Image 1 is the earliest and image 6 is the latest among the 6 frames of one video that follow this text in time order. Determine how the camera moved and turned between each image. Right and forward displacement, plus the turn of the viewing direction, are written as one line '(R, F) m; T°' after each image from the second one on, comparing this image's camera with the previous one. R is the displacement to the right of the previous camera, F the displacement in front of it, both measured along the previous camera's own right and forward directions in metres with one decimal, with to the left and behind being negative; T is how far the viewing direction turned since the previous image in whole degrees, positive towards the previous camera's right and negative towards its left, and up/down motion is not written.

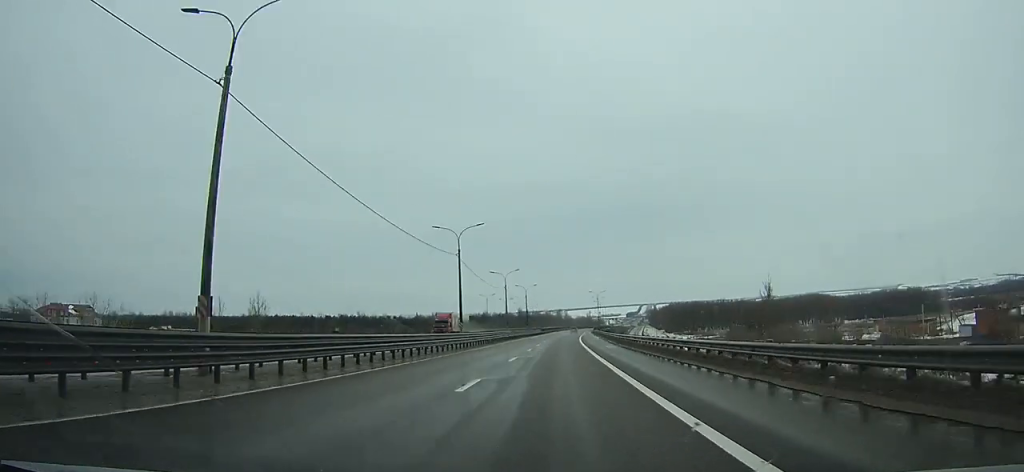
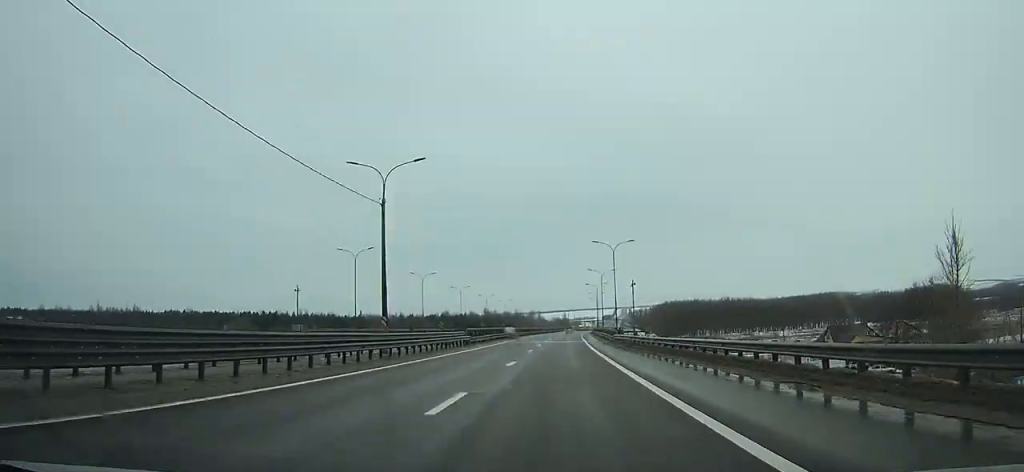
(+2.0, +86.4) m; +2°
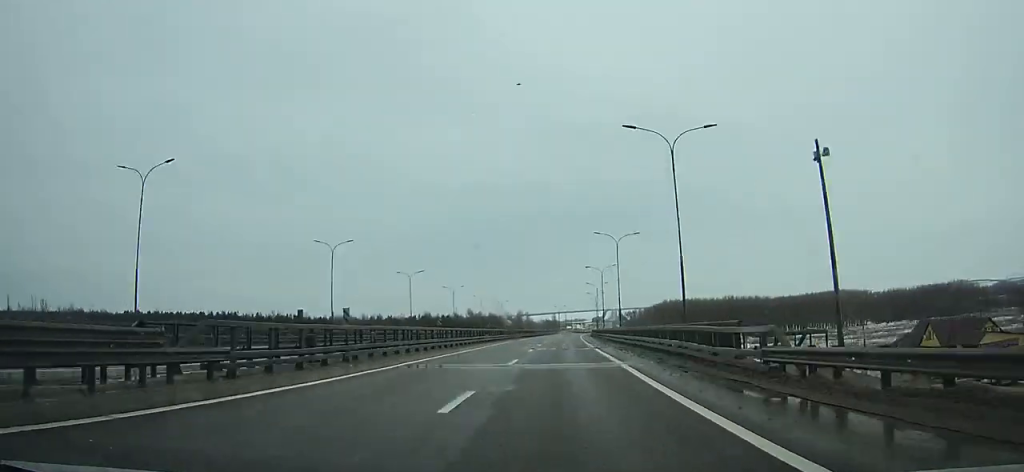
(+0.1, +35.8) m; +1°
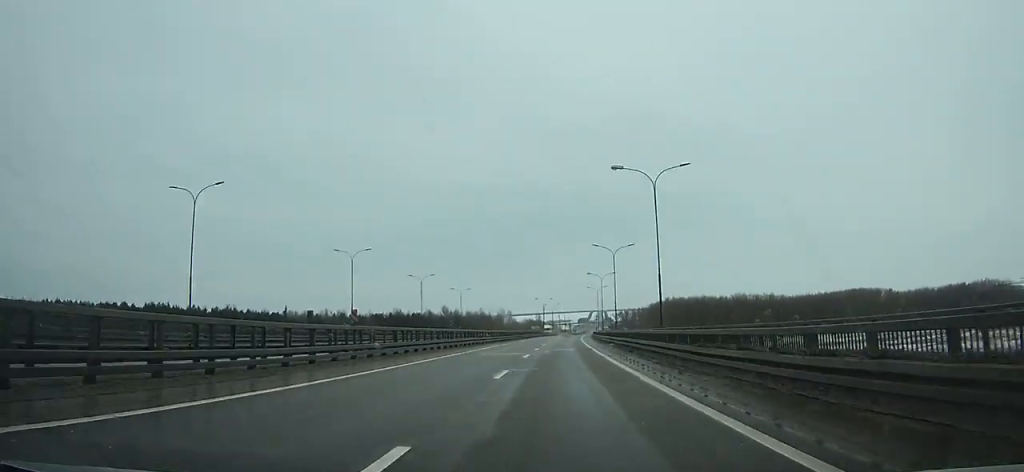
(+1.0, +54.0) m; +1°
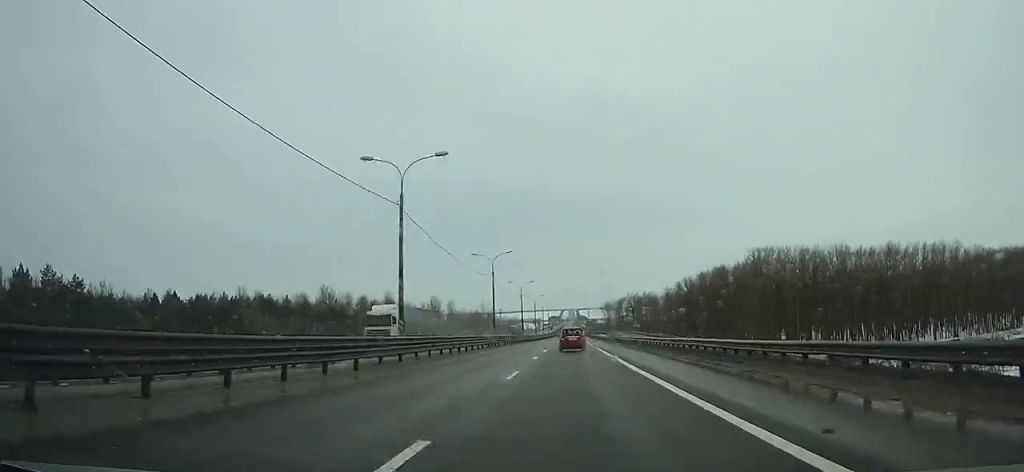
(+5.6, +197.5) m; +2°
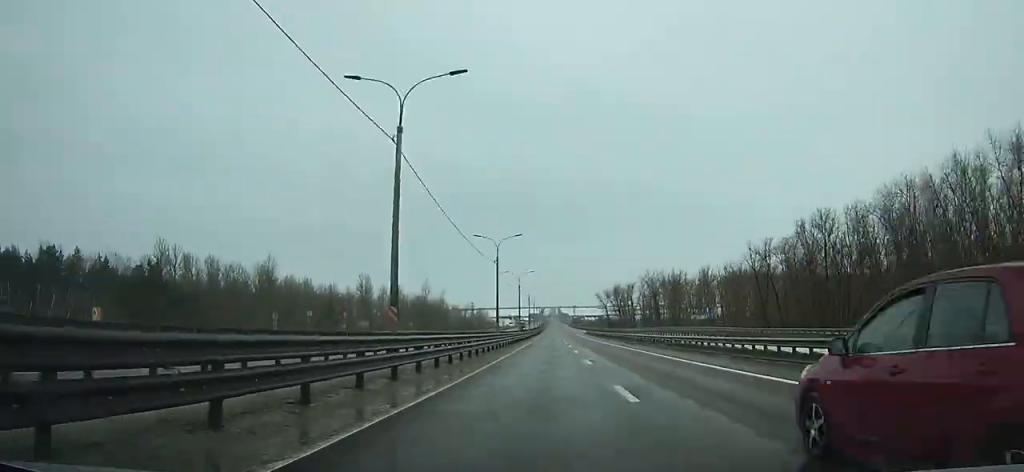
(+0.9, +115.2) m; +2°
